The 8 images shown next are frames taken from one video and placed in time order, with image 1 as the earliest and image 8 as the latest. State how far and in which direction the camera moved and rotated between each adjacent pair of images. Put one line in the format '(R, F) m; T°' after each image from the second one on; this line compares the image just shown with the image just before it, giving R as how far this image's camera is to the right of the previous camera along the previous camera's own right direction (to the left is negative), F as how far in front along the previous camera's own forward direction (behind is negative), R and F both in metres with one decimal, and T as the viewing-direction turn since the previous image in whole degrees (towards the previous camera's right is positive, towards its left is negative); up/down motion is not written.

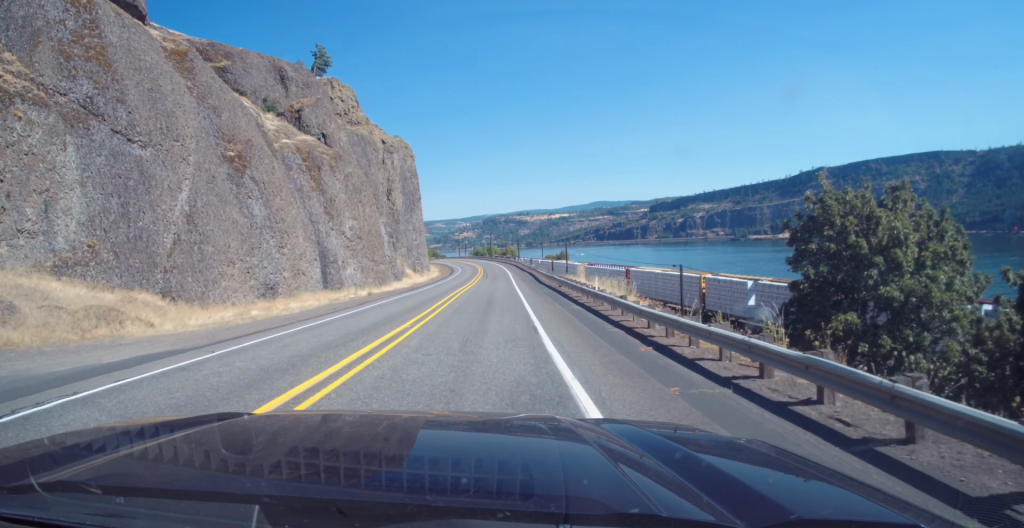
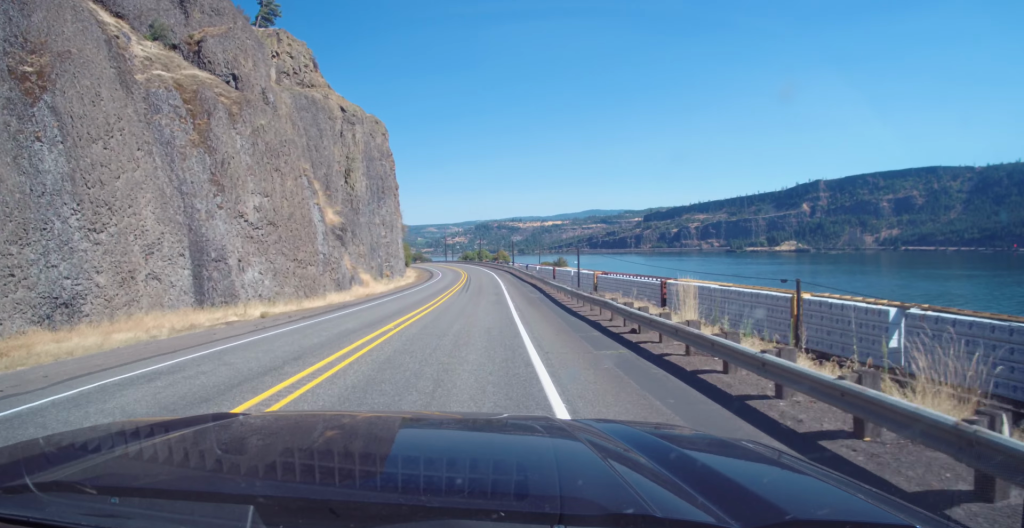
(+0.4, +24.8) m; +1°
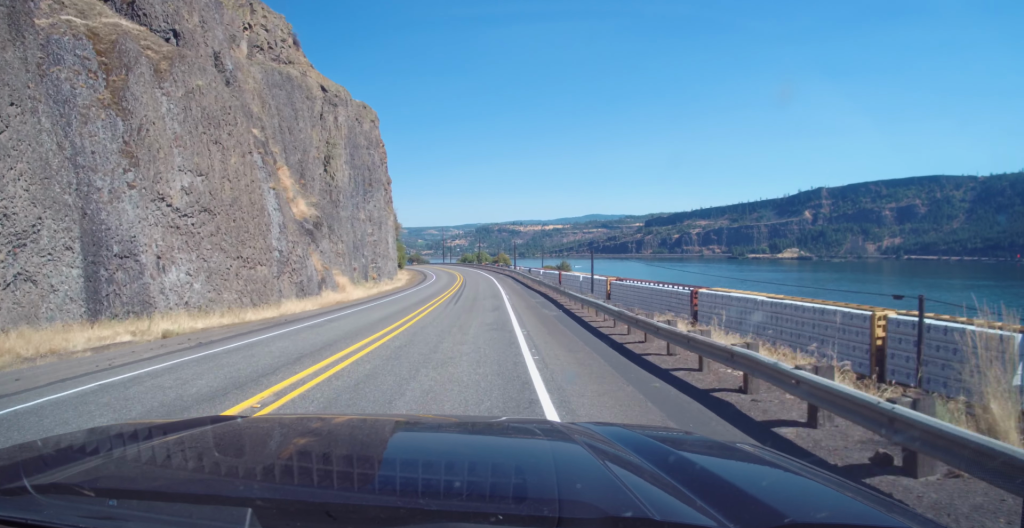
(0.0, +10.2) m; 0°
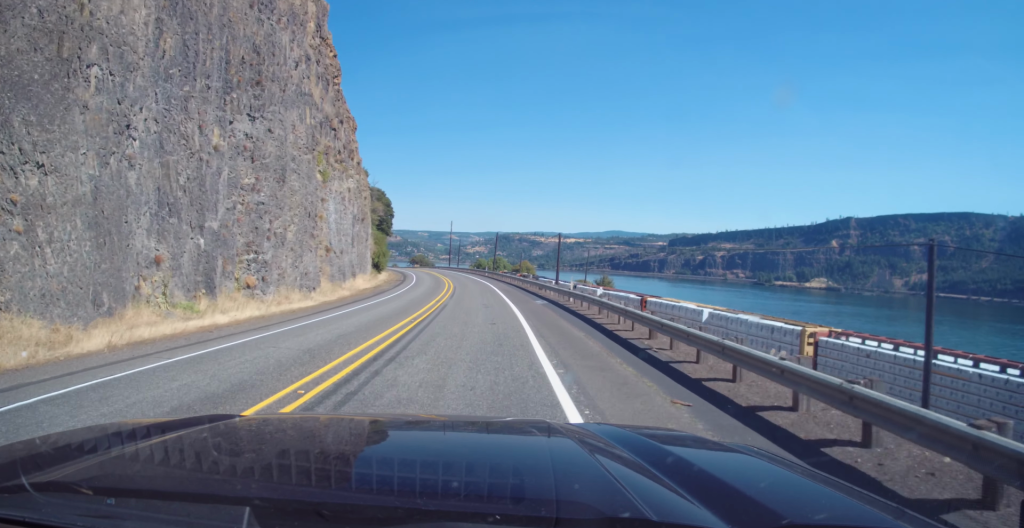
(-0.3, +48.4) m; -1°
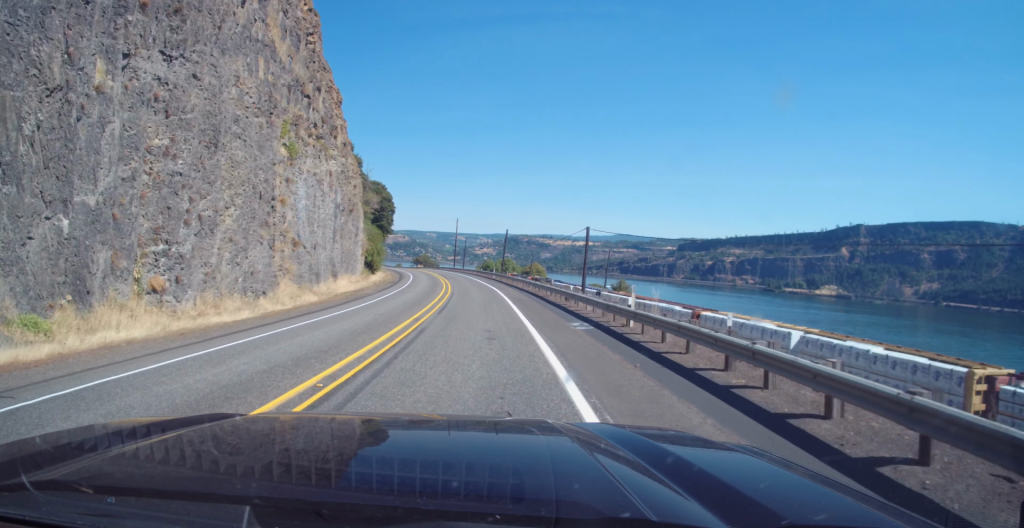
(0.0, +12.6) m; -1°
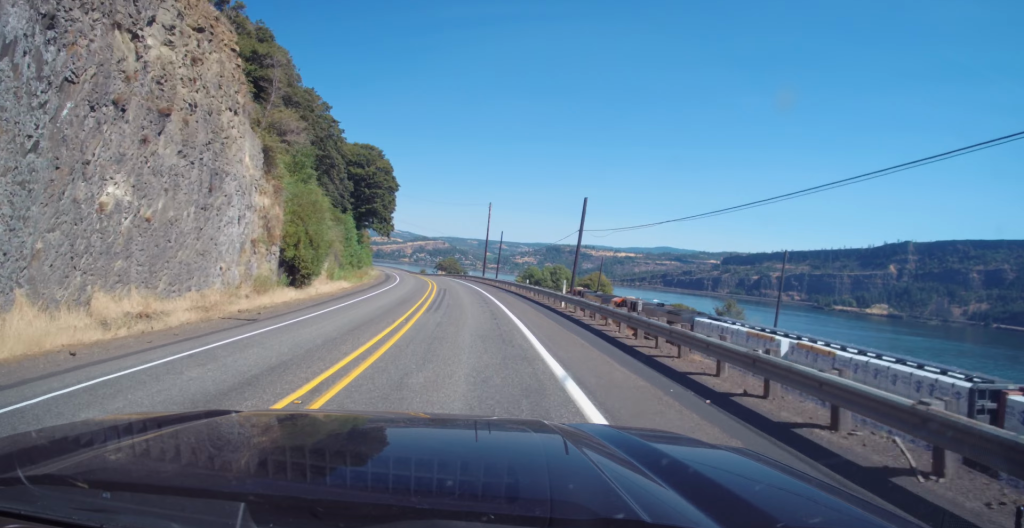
(-1.6, +49.3) m; -4°
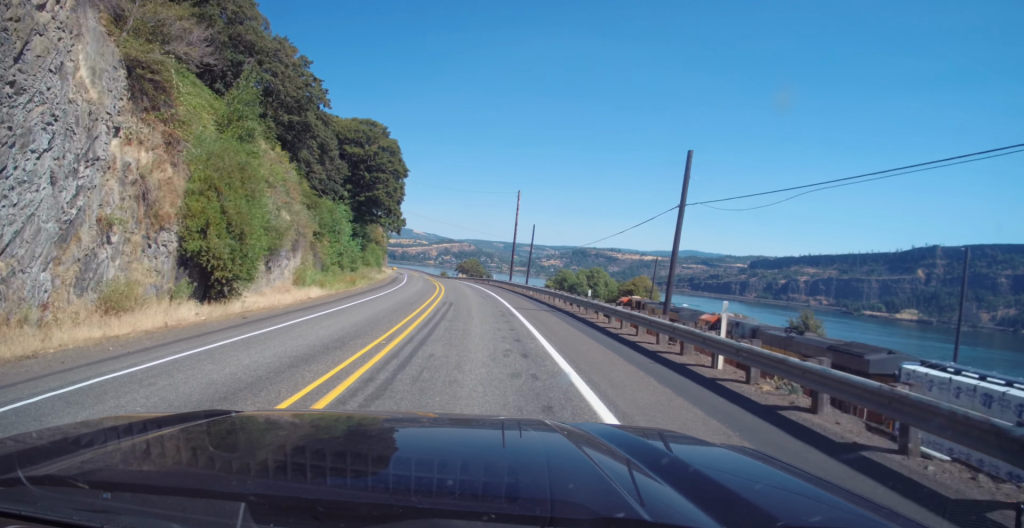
(-0.1, +18.5) m; -2°
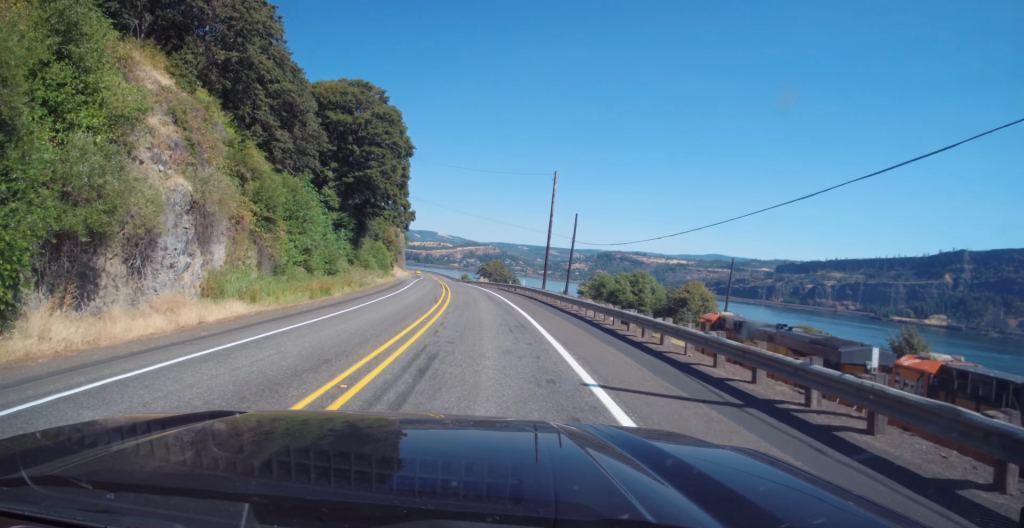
(-0.3, +17.8) m; -2°
